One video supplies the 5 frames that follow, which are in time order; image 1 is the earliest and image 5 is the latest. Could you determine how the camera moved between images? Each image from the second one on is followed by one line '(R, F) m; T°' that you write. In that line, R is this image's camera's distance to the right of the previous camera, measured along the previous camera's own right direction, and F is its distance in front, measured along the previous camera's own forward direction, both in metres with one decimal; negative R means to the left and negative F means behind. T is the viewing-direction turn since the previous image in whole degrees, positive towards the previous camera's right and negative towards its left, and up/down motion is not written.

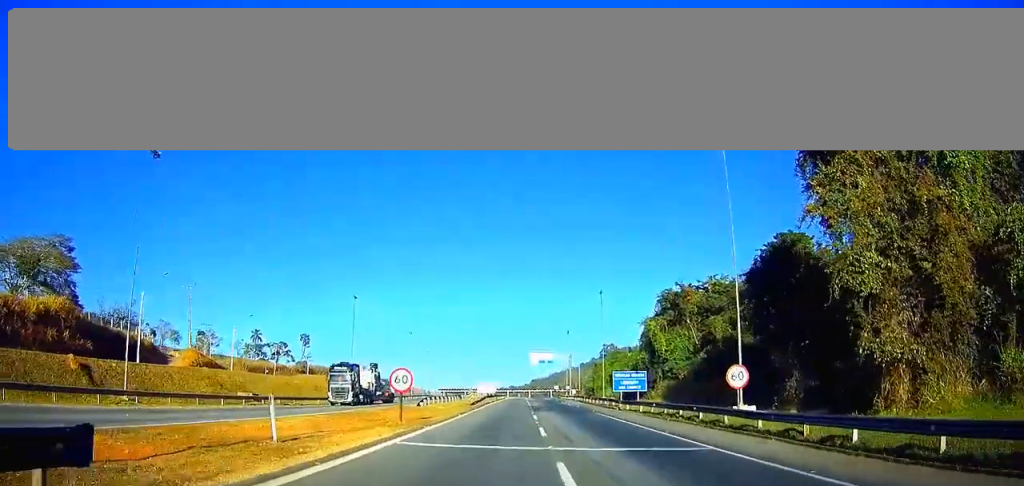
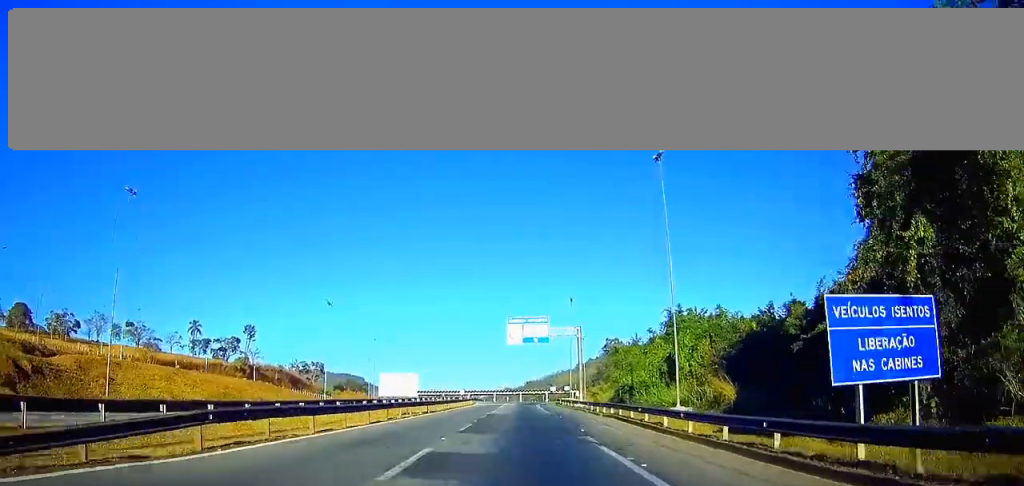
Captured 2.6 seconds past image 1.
(+0.1, +55.0) m; 0°
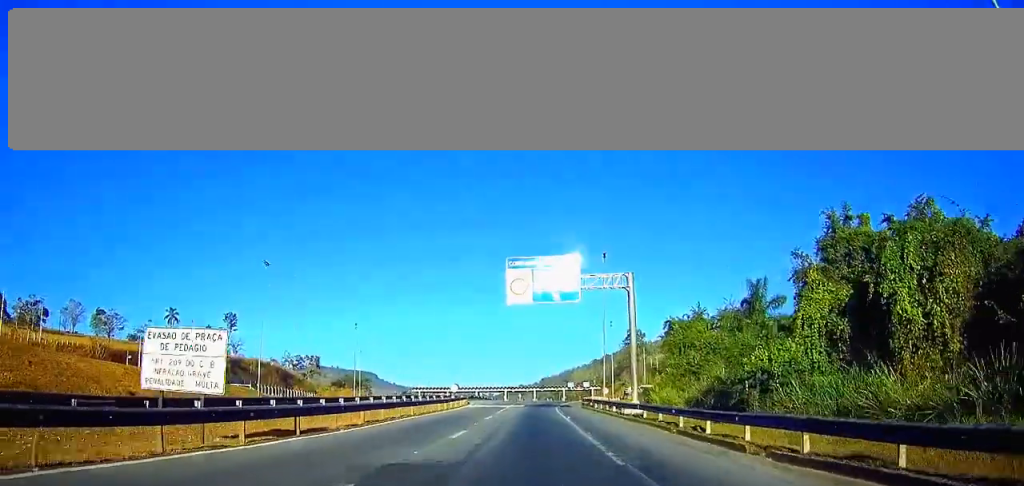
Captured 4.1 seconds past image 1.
(-0.4, +29.1) m; -1°
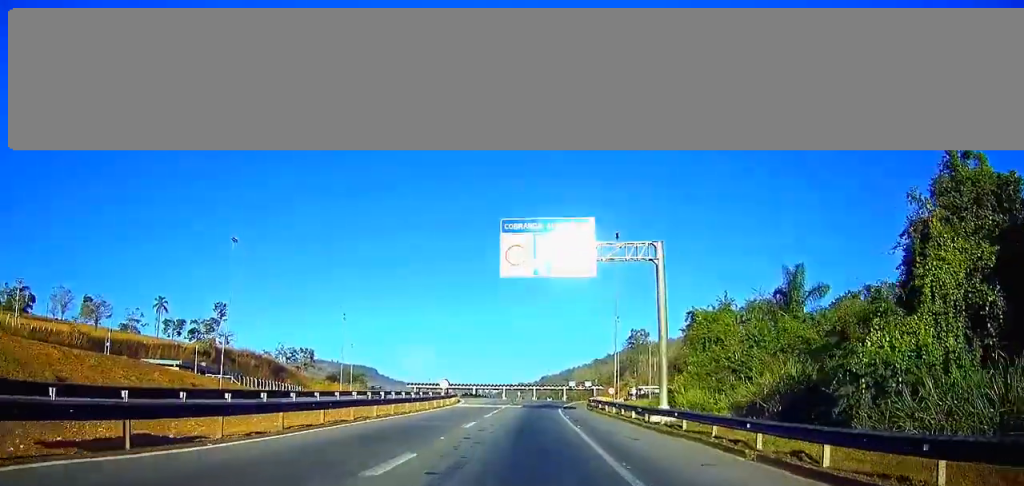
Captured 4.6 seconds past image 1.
(0.0, +9.1) m; 0°
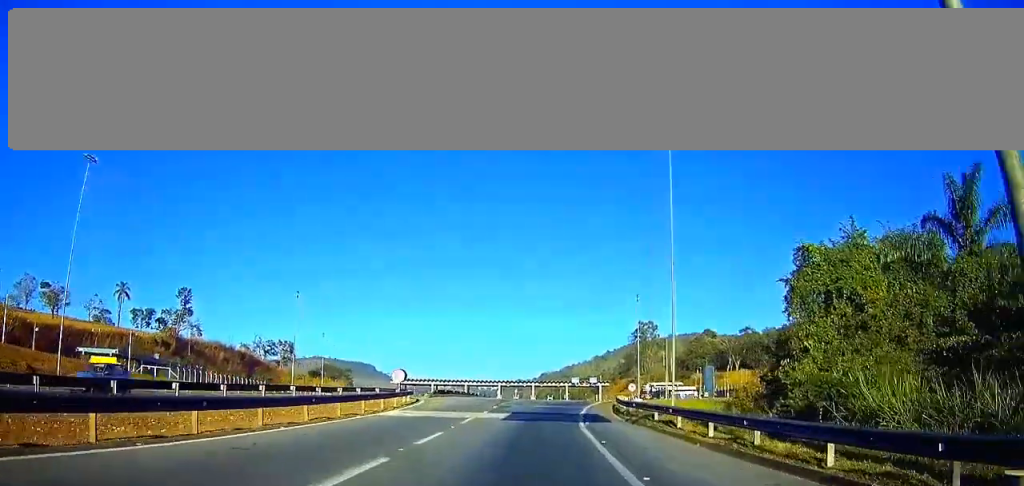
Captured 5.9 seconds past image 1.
(+0.1, +24.4) m; 0°
